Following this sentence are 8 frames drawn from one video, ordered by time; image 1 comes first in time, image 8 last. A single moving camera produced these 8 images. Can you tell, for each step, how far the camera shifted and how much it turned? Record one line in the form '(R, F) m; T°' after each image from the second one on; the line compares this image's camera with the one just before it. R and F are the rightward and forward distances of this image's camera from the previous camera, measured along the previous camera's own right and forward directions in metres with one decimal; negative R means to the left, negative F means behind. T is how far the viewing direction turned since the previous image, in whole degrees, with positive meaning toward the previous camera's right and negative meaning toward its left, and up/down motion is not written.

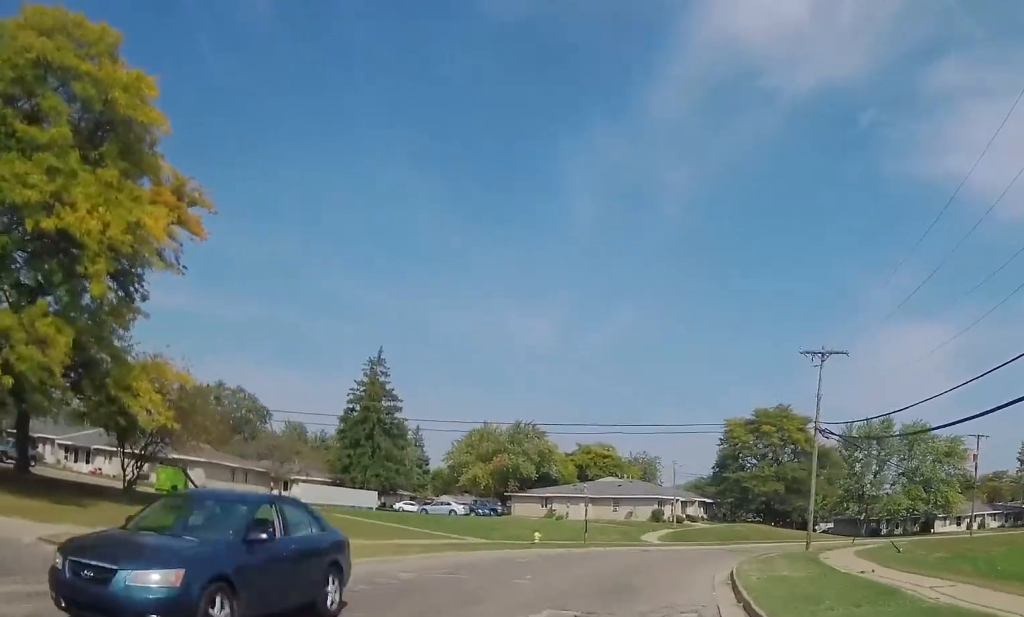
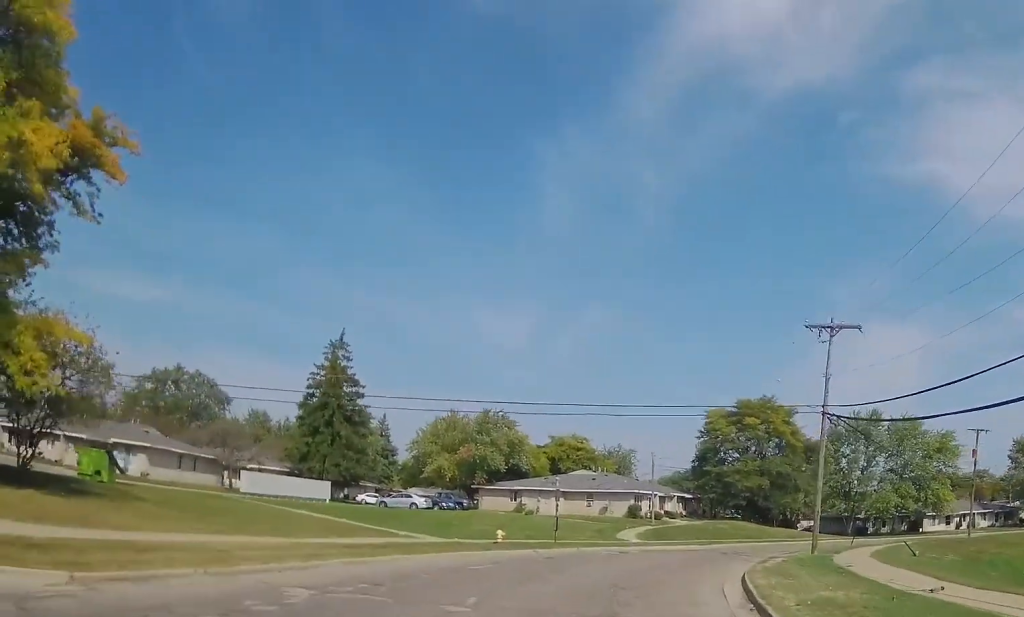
(-0.2, +4.8) m; +1°
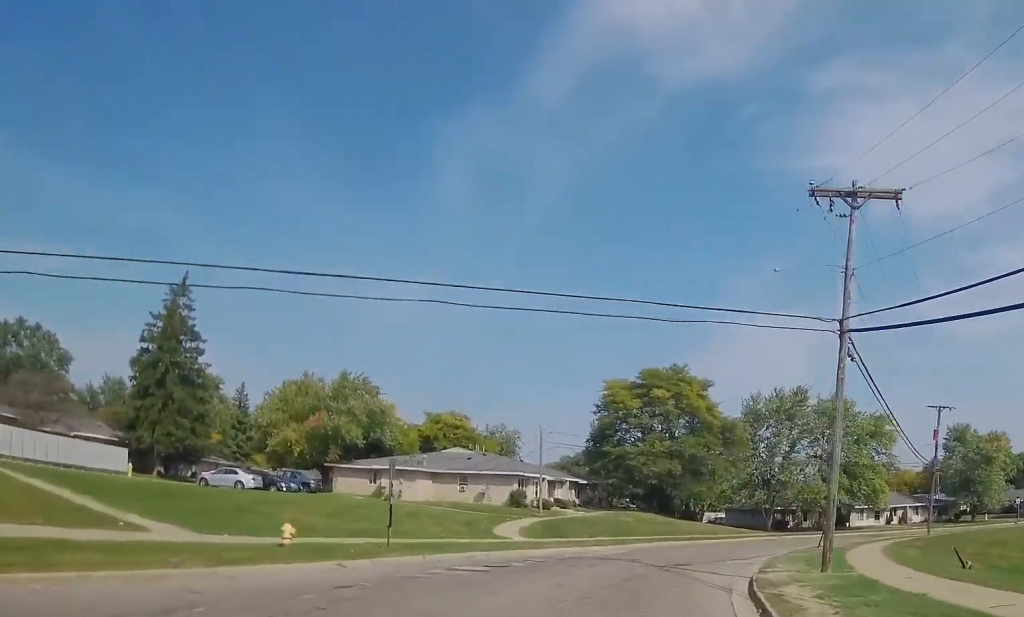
(+0.7, +13.0) m; +5°
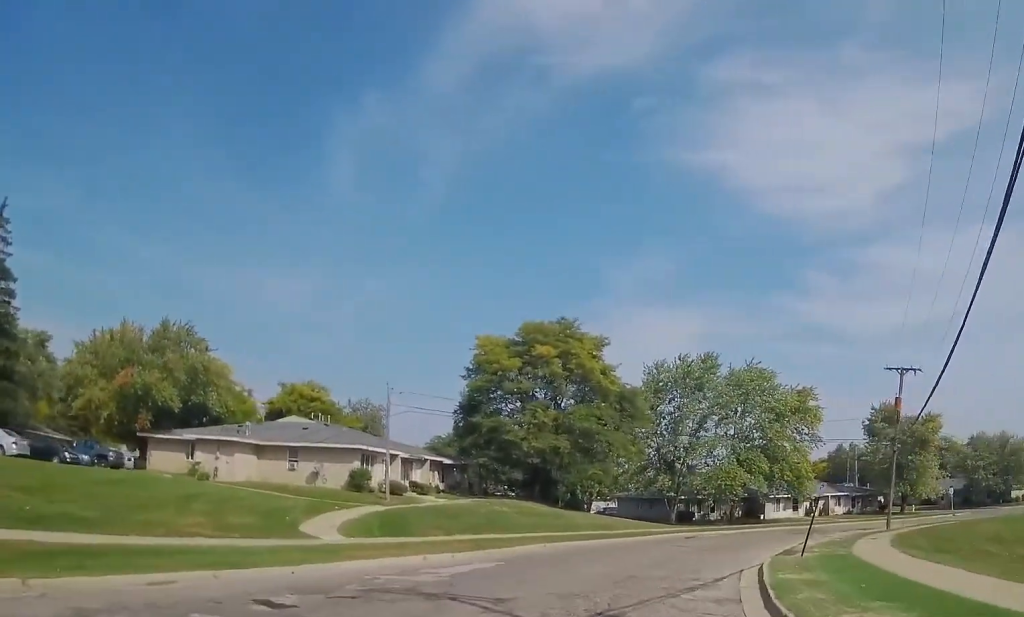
(+0.5, +12.7) m; +7°
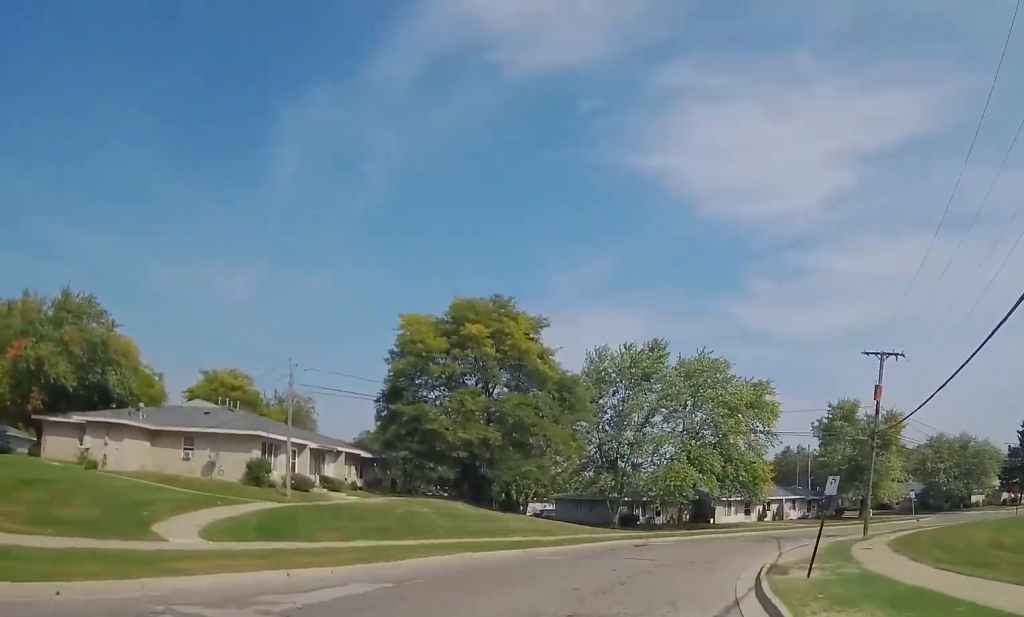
(+0.3, +5.8) m; +4°
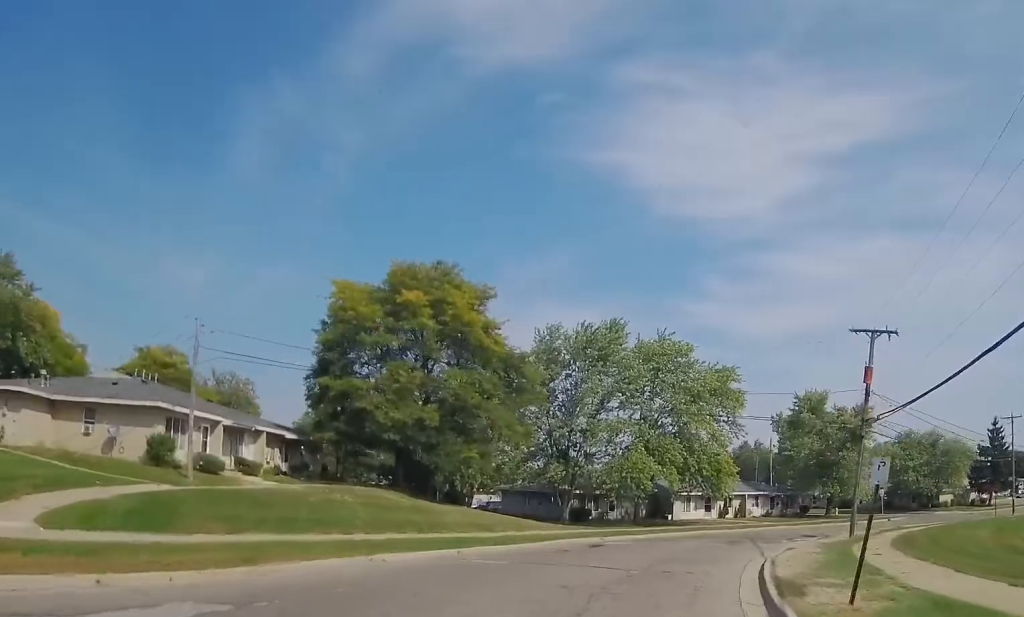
(+0.1, +5.1) m; +4°
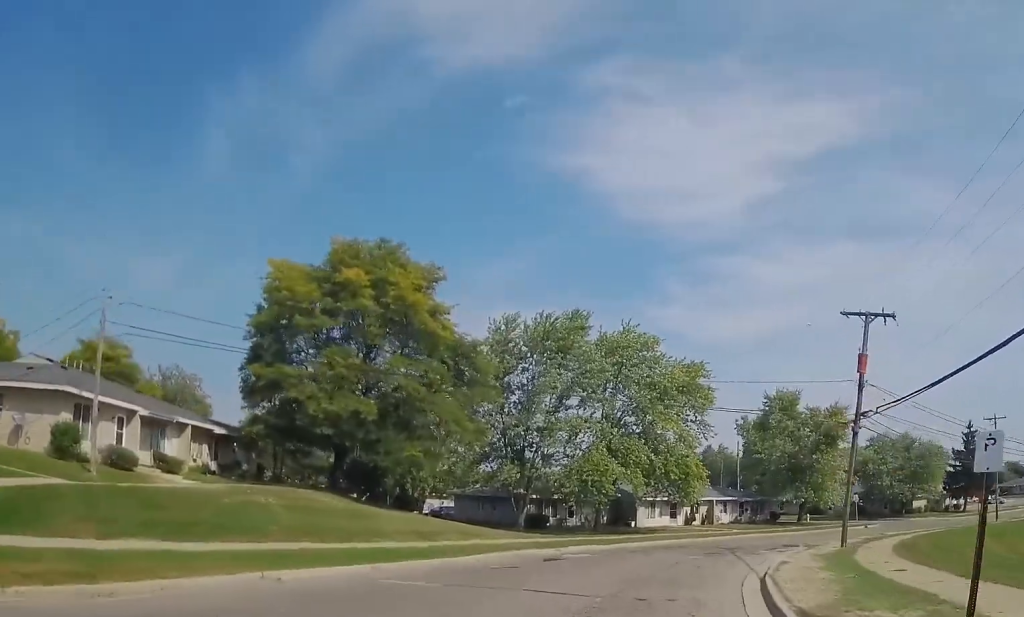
(-0.1, +4.3) m; +4°
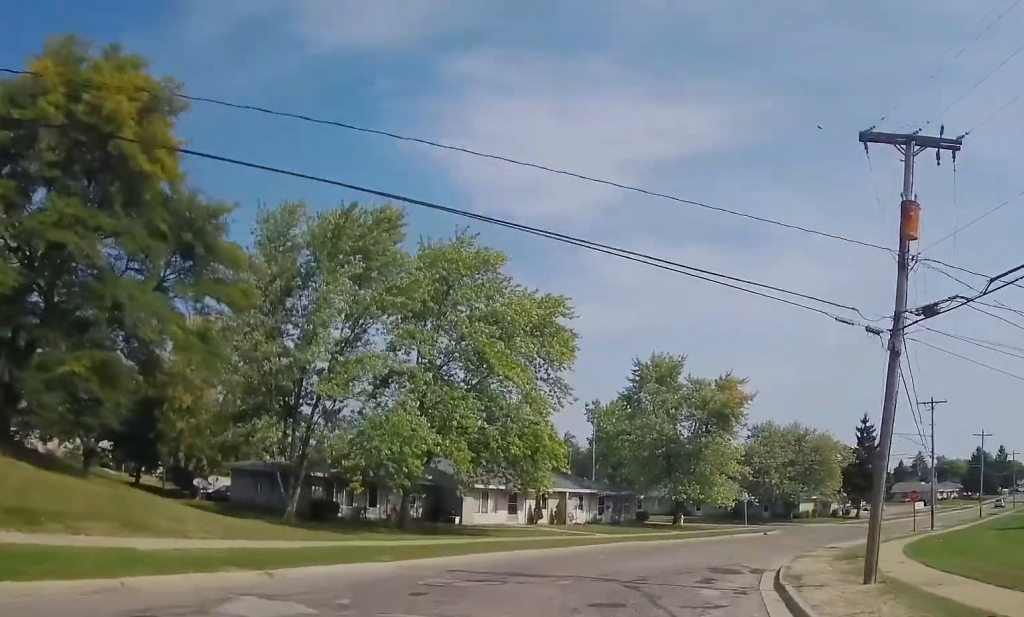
(+3.2, +17.0) m; +20°
